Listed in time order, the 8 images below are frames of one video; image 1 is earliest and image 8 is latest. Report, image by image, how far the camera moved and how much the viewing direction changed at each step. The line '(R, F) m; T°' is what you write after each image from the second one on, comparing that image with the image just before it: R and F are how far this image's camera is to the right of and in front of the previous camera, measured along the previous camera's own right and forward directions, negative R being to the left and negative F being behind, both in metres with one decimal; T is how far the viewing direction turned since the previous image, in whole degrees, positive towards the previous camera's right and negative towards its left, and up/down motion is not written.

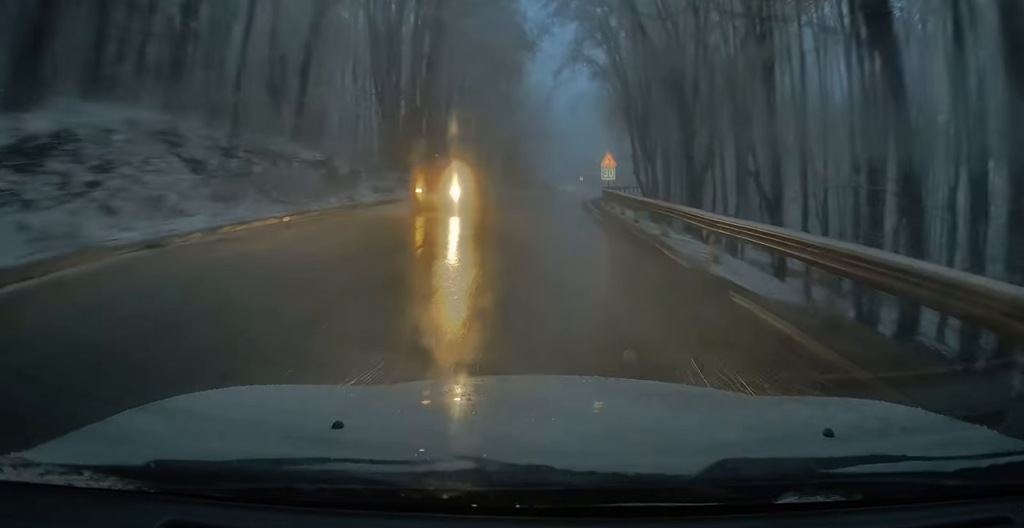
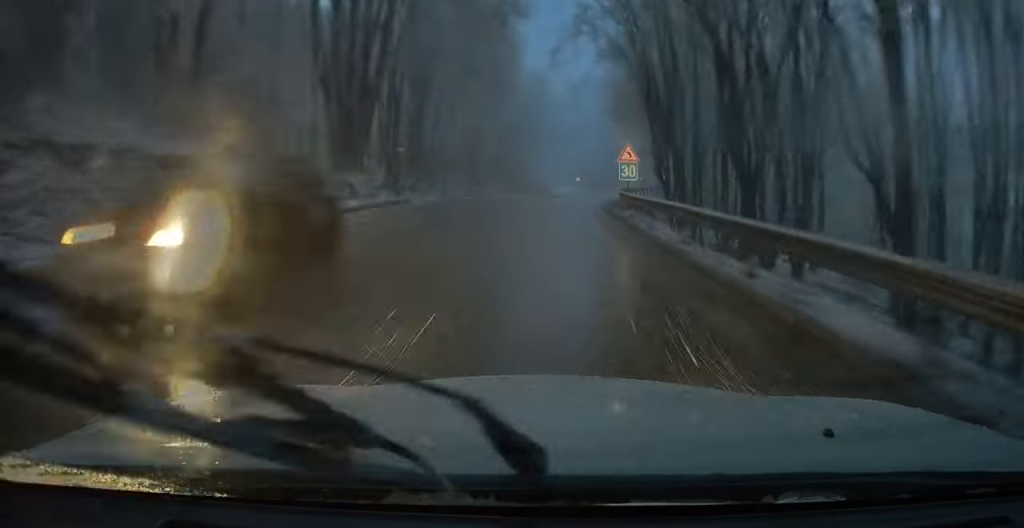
(+0.1, +8.4) m; +1°
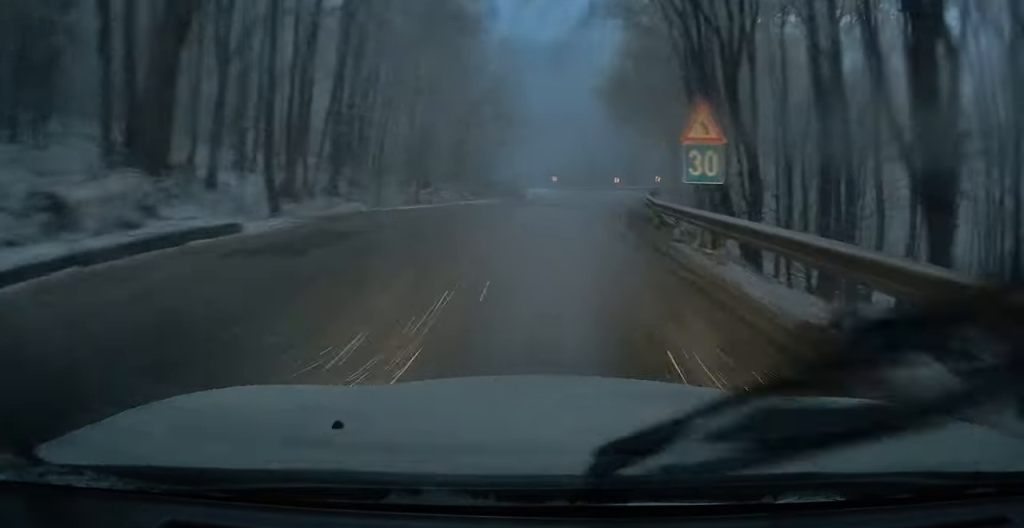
(+0.3, +12.3) m; +3°
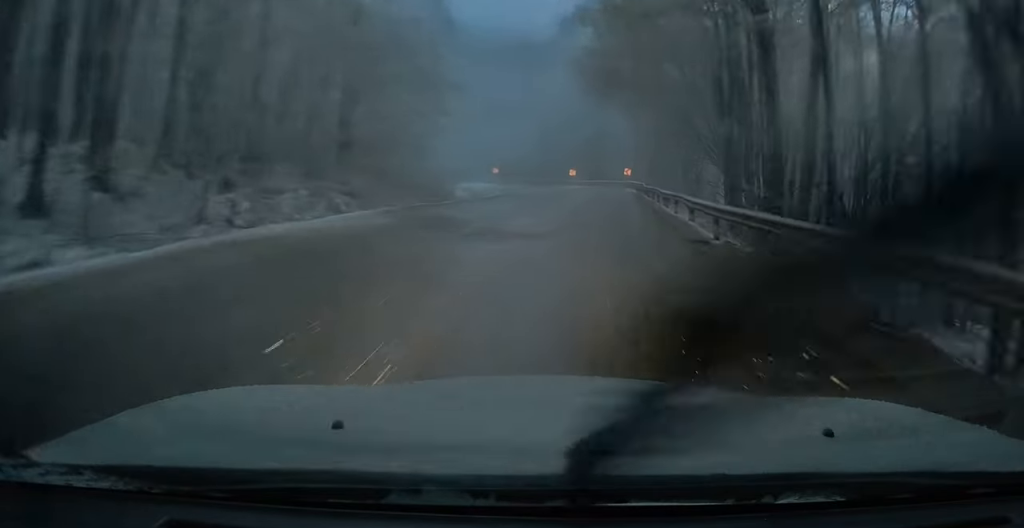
(+0.4, +16.1) m; +5°
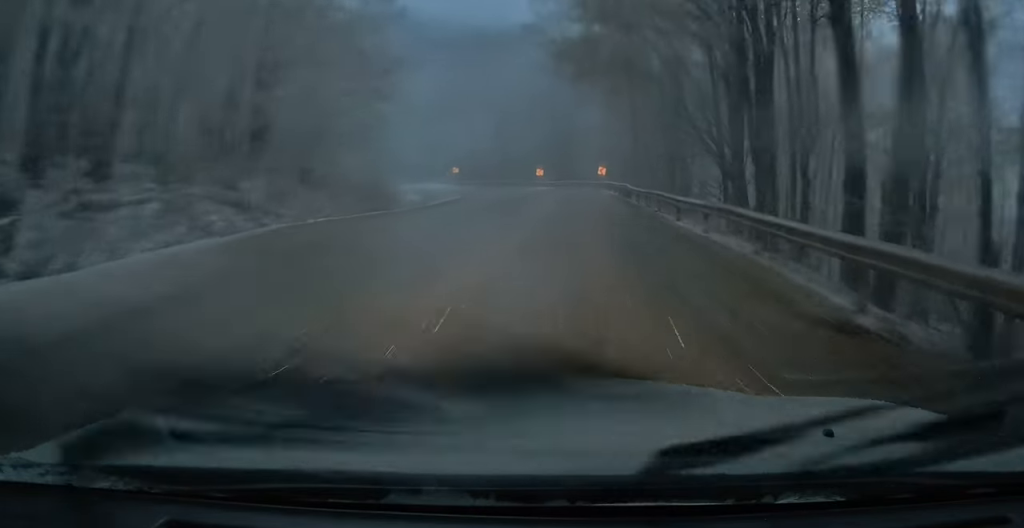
(+0.3, +6.9) m; +3°
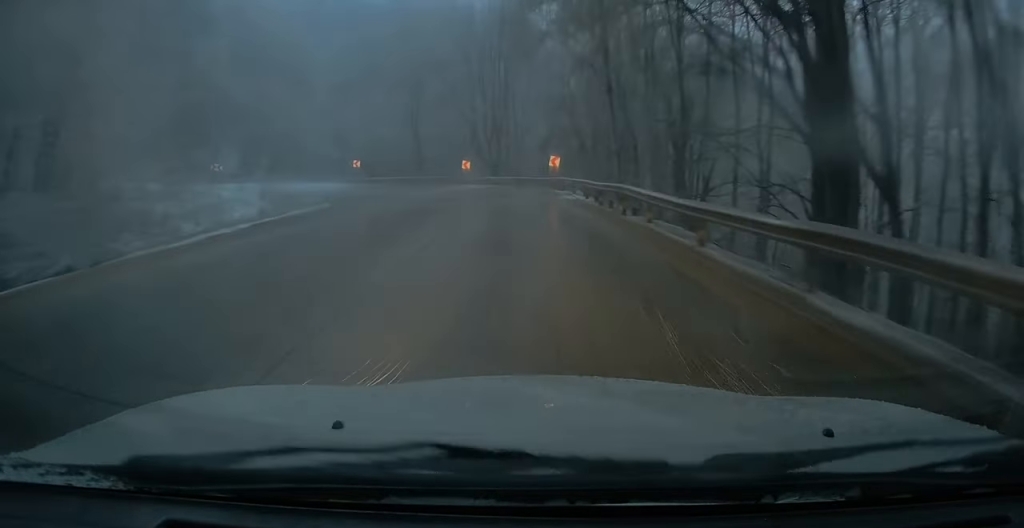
(+1.1, +20.6) m; +6°
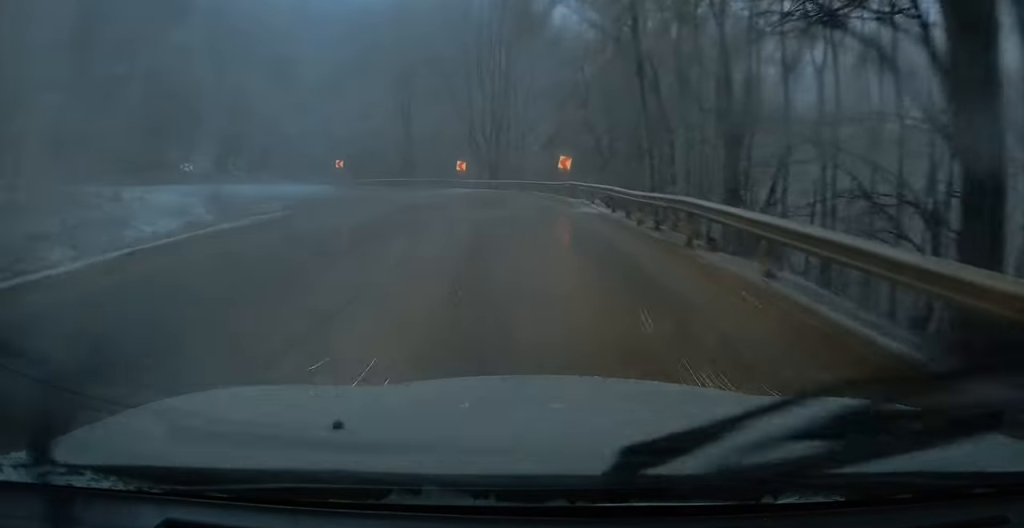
(+0.2, +7.2) m; 0°
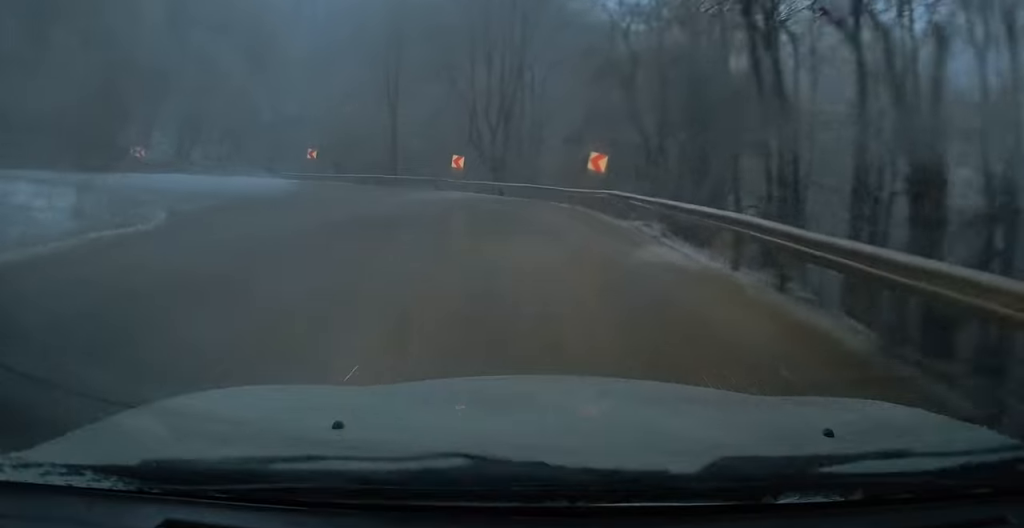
(0.0, +10.4) m; -3°
